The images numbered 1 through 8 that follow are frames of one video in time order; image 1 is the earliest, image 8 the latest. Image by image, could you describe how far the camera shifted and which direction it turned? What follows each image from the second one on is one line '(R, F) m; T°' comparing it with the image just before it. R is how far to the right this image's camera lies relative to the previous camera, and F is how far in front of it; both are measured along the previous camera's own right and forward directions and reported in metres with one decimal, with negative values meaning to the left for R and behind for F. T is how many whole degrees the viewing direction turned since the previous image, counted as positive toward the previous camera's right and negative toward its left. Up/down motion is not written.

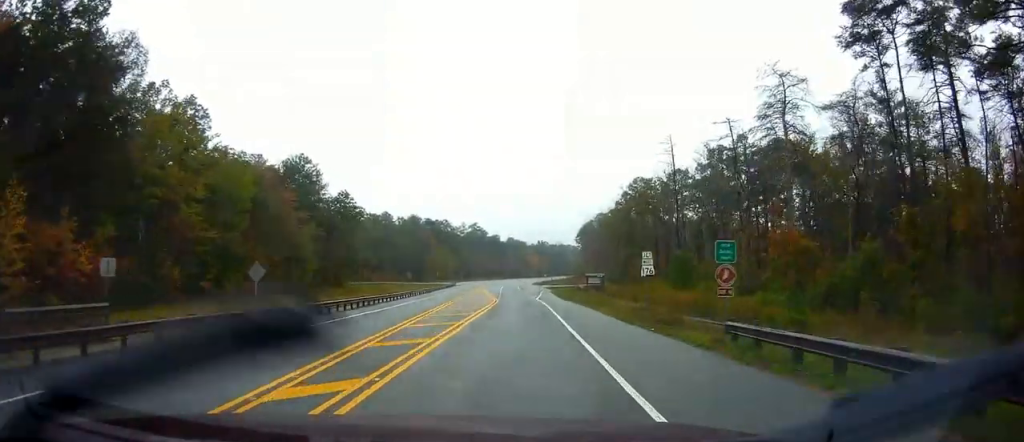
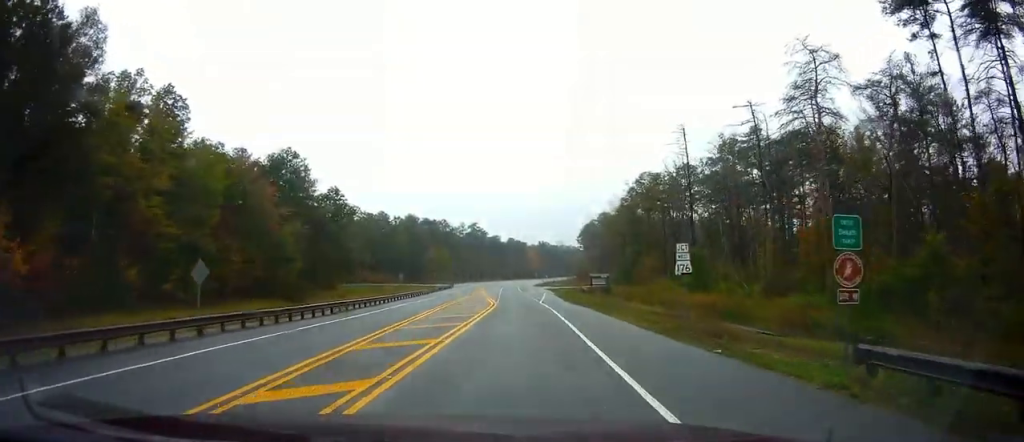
(0.0, +5.8) m; +2°
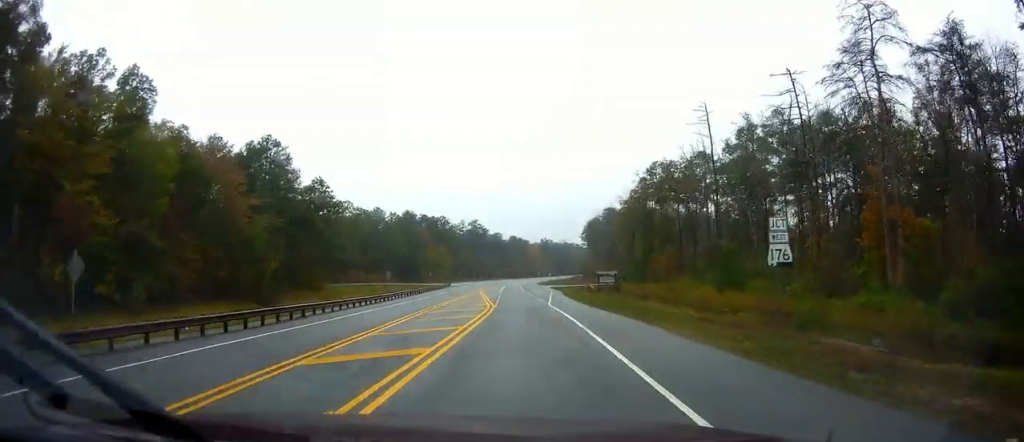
(0.0, +8.3) m; +2°
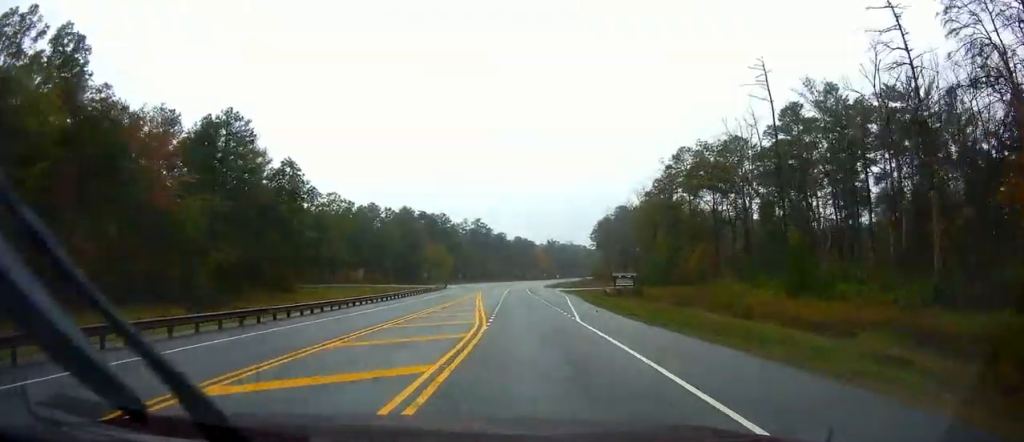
(+0.4, +15.0) m; 0°
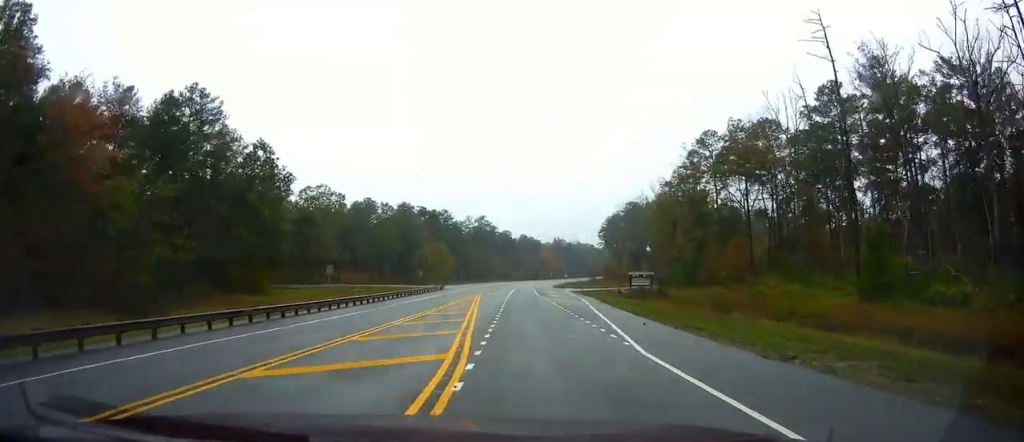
(-0.5, +10.8) m; 0°
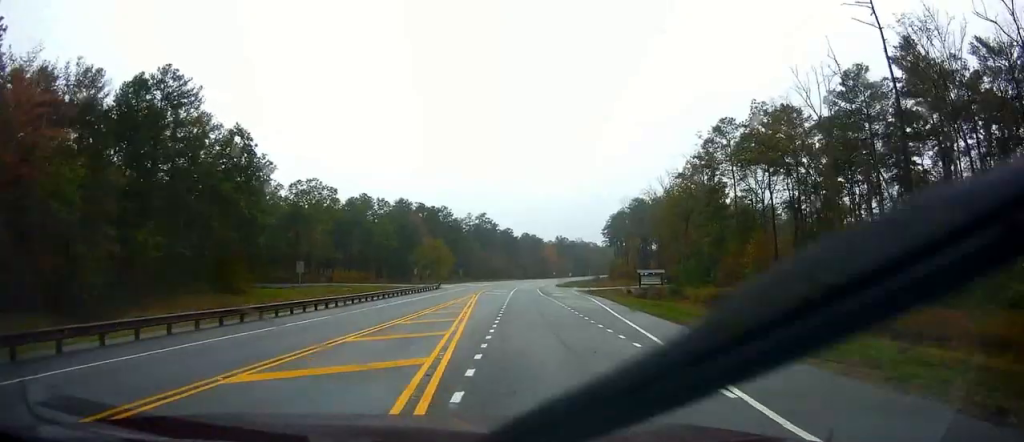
(+0.5, +7.1) m; 0°
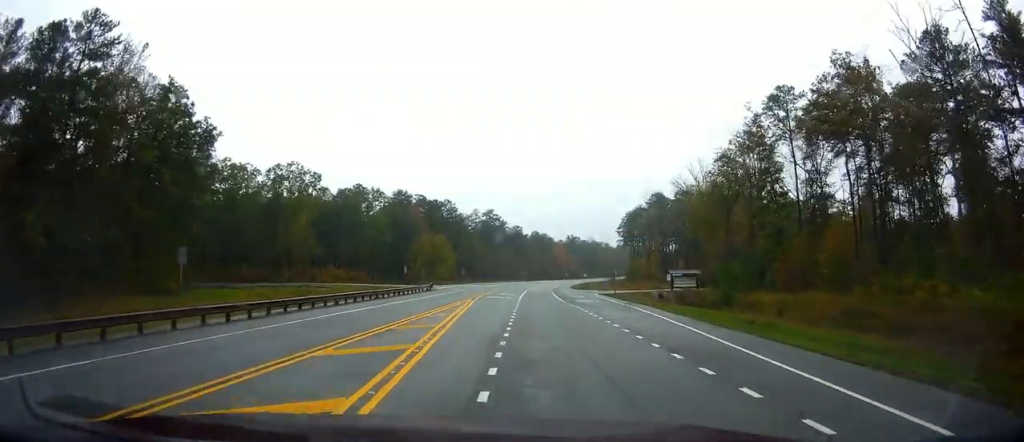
(-0.6, +17.6) m; -4°
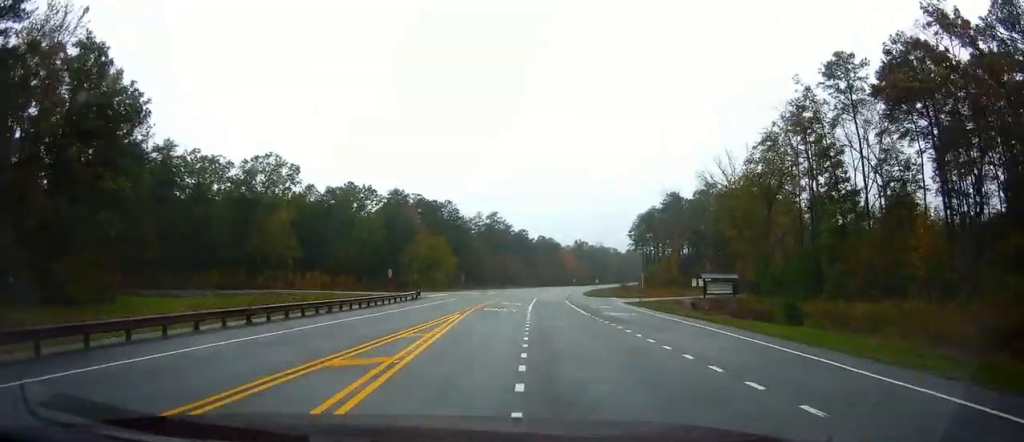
(0.0, +15.5) m; 0°
